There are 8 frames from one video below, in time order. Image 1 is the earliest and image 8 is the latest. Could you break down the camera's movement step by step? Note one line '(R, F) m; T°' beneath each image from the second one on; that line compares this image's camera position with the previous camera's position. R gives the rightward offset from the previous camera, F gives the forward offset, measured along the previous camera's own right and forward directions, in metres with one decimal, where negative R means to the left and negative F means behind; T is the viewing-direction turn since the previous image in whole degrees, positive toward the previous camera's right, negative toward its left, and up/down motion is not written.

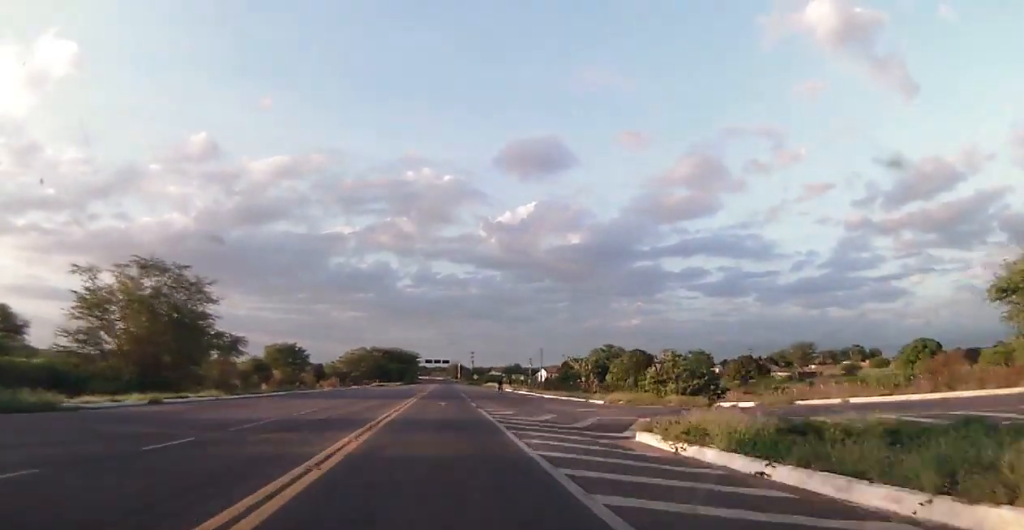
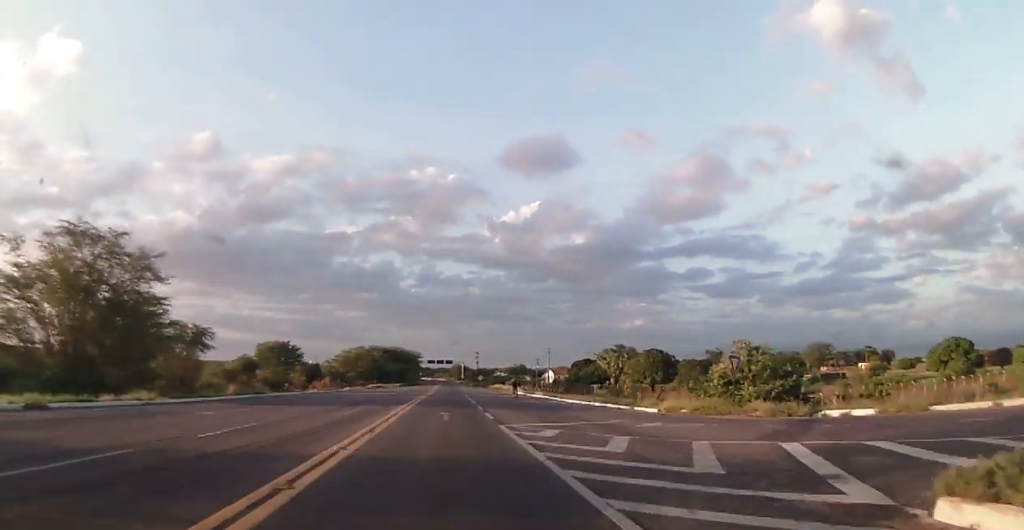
(0.0, +10.0) m; +1°
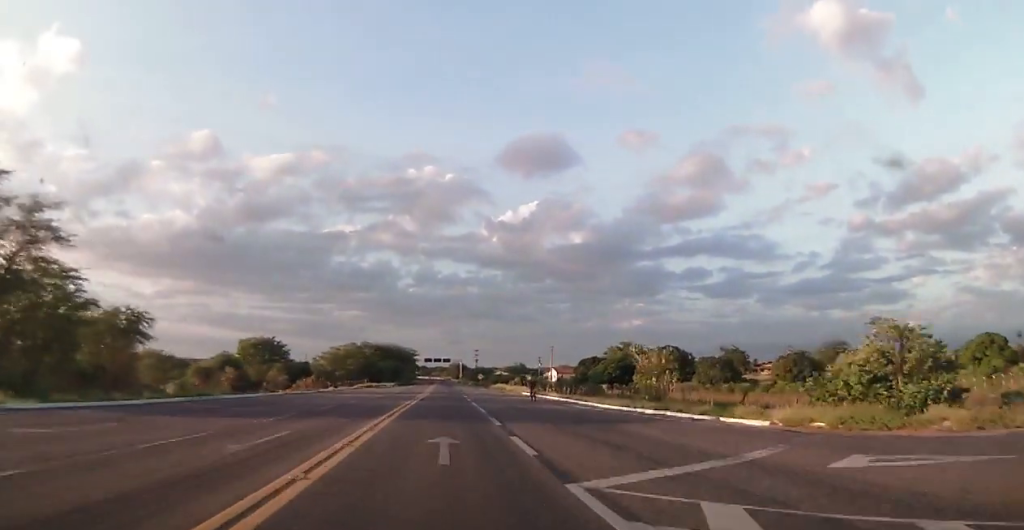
(+0.5, +11.3) m; 0°
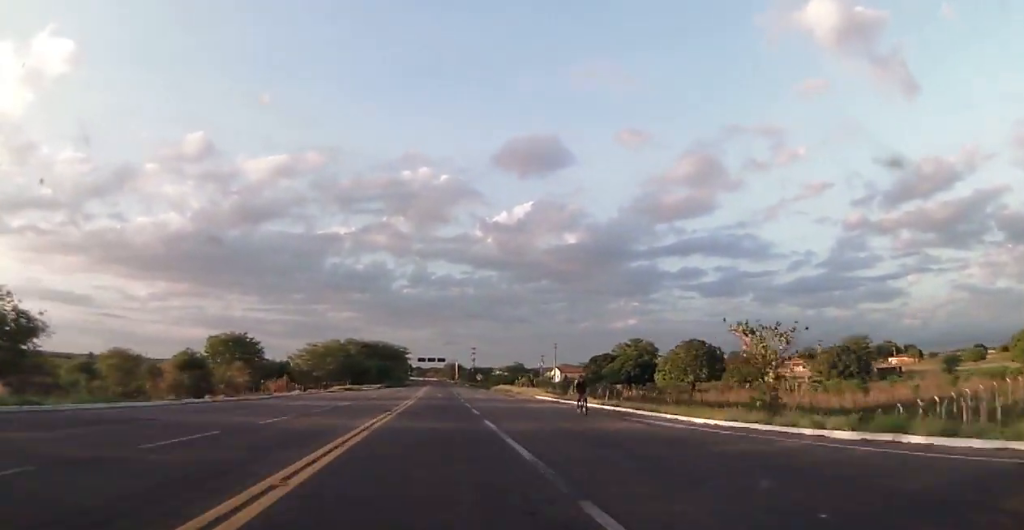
(-0.4, +16.2) m; -1°
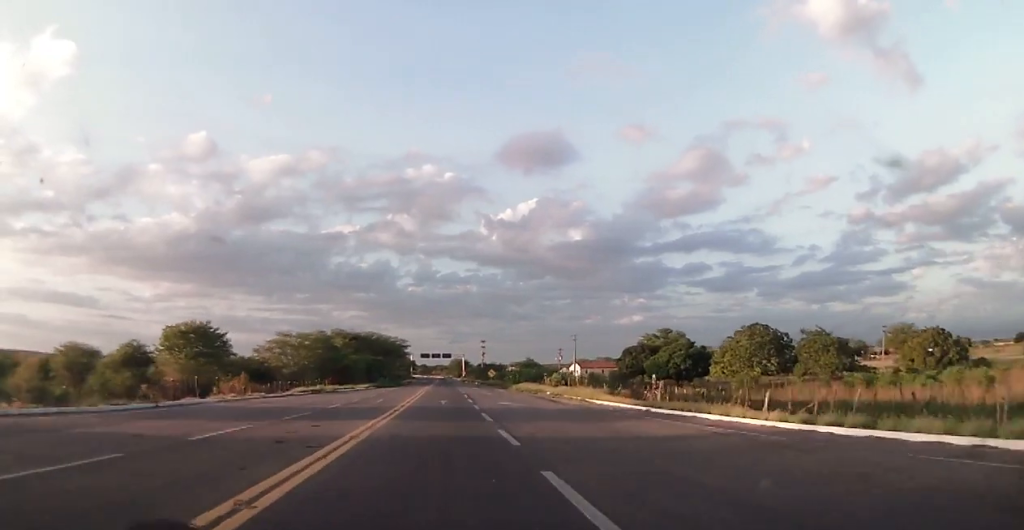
(0.0, +22.2) m; +1°
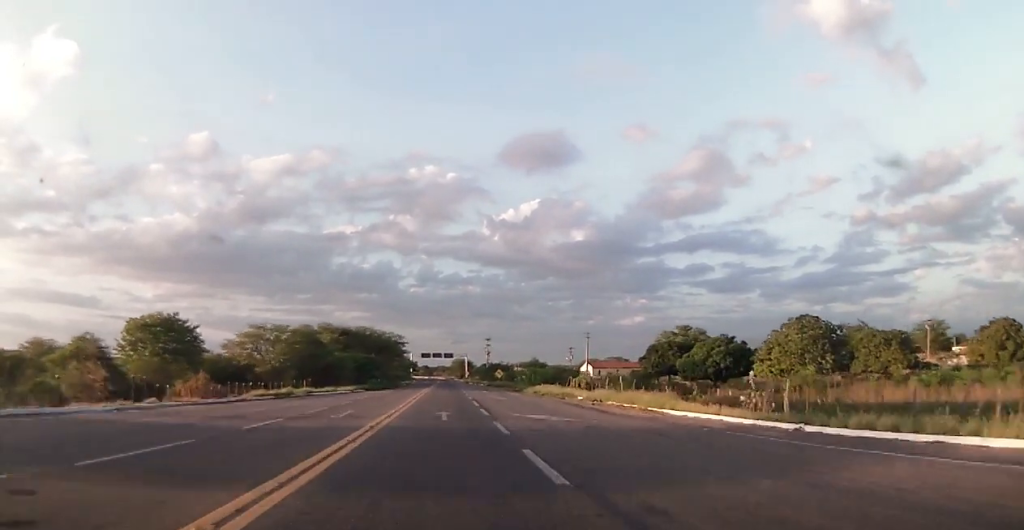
(+0.2, +13.2) m; 0°
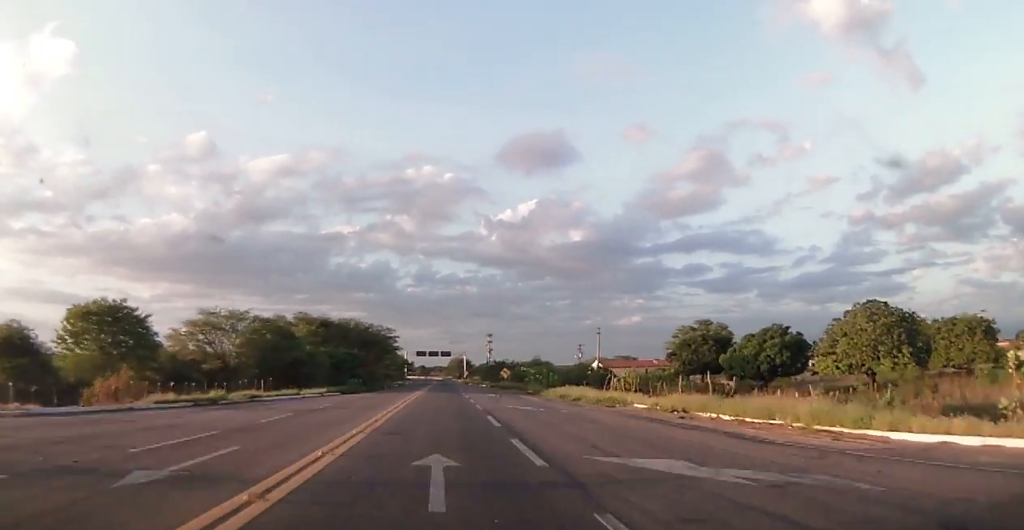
(0.0, +14.7) m; 0°
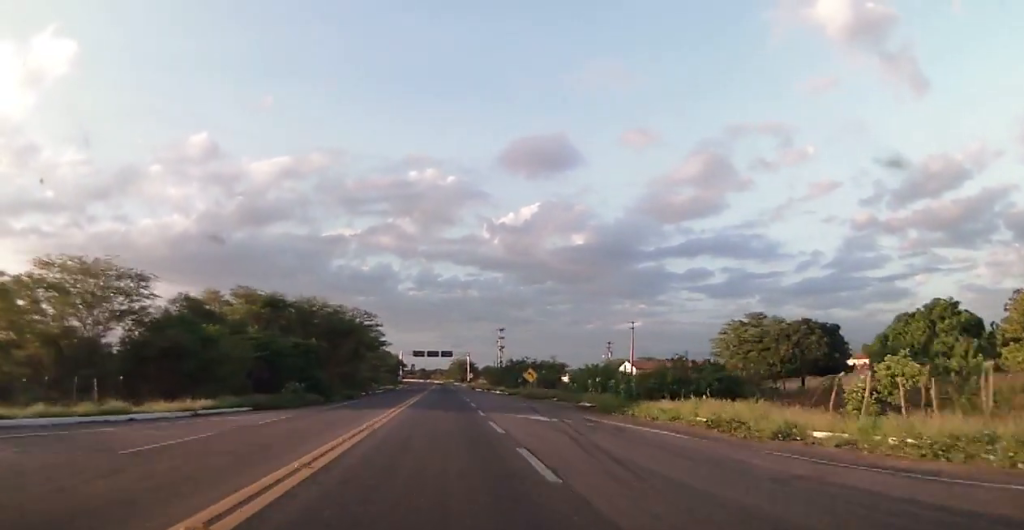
(-0.2, +25.9) m; -1°
